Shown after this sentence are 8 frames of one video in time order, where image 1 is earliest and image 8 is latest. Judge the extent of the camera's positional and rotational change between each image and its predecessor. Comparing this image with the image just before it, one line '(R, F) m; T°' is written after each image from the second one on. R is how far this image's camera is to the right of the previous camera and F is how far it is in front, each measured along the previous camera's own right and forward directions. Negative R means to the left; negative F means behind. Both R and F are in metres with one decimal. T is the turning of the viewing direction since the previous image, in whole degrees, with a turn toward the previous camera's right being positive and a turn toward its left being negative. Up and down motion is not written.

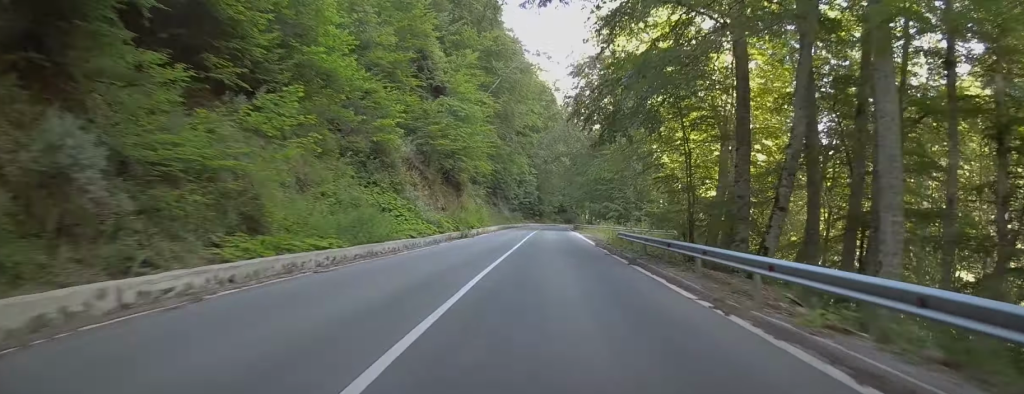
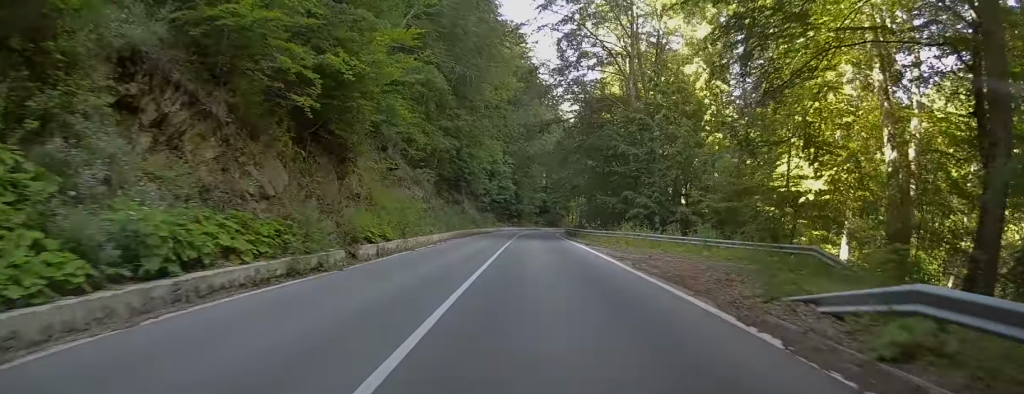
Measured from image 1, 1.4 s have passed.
(+0.4, +25.4) m; +2°
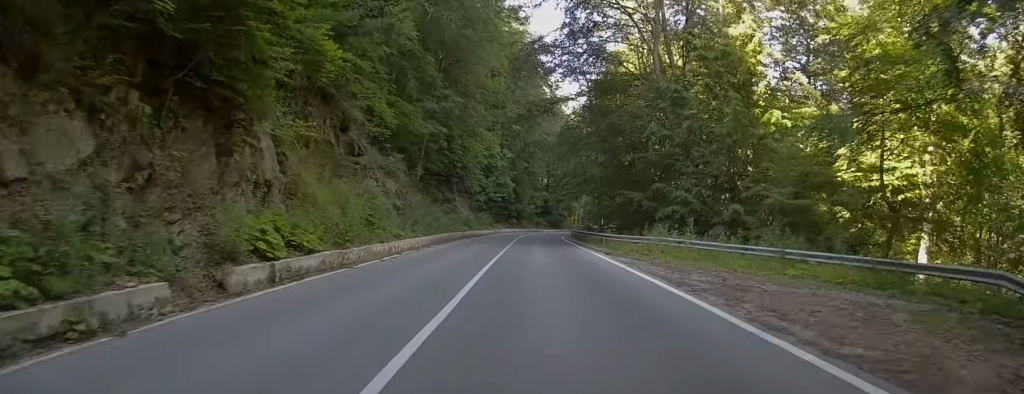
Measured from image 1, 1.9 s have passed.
(0.0, +9.0) m; +1°
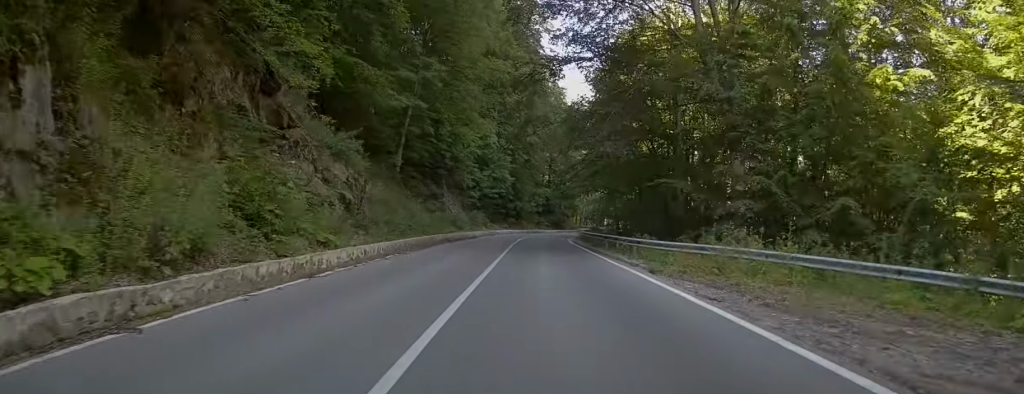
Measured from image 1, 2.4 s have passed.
(0.0, +9.6) m; +1°
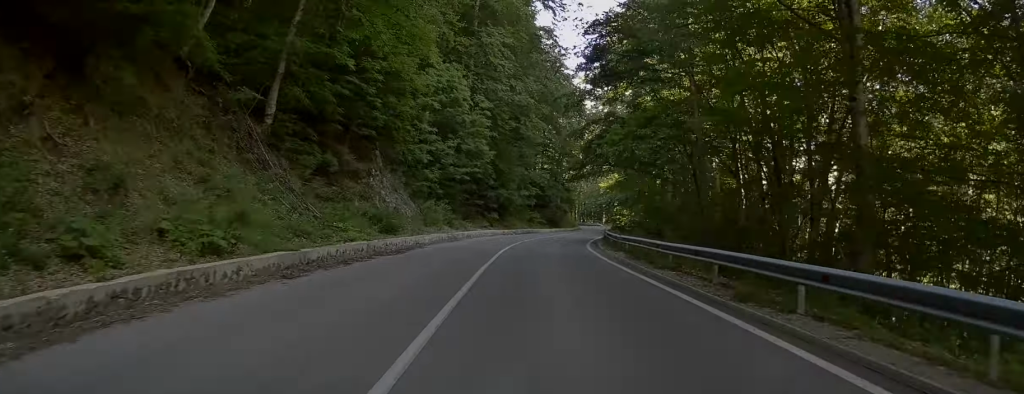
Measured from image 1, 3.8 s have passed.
(+0.4, +23.5) m; +1°
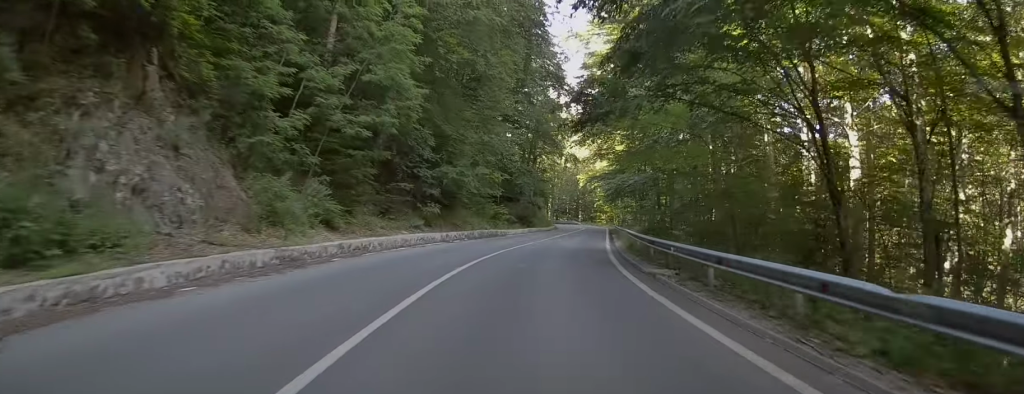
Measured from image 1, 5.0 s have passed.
(0.0, +20.8) m; +1°
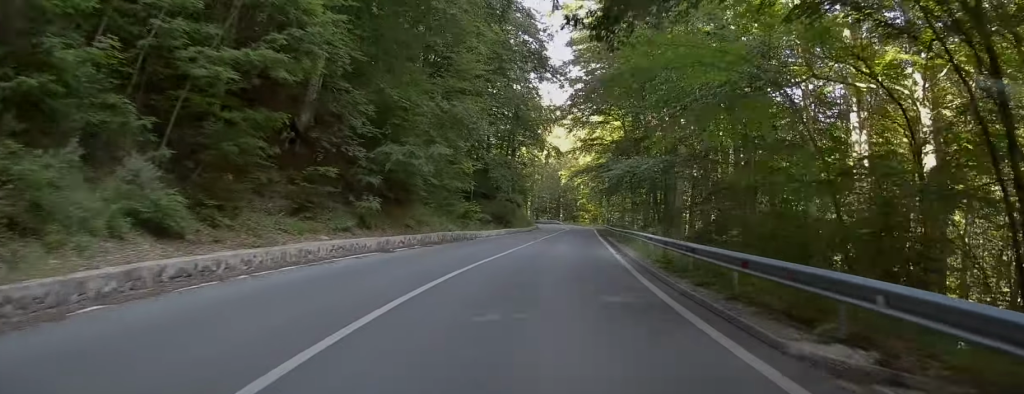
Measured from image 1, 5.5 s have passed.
(+0.1, +9.2) m; +1°
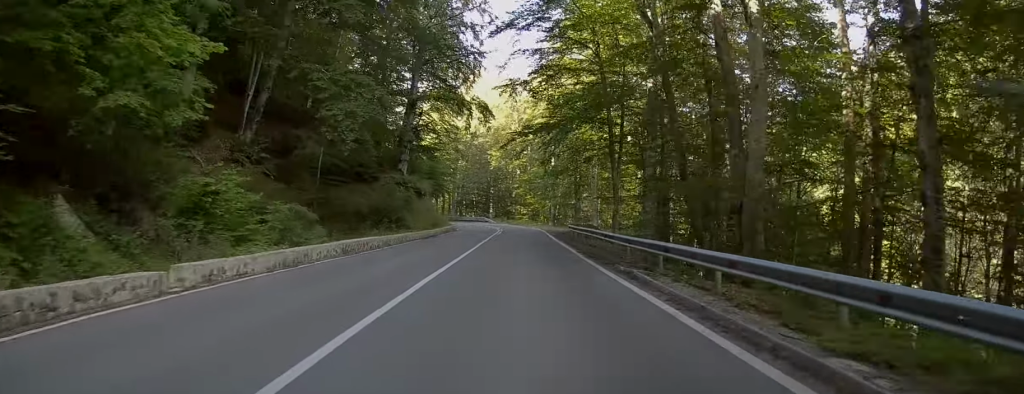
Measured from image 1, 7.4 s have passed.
(+1.5, +32.4) m; +4°
